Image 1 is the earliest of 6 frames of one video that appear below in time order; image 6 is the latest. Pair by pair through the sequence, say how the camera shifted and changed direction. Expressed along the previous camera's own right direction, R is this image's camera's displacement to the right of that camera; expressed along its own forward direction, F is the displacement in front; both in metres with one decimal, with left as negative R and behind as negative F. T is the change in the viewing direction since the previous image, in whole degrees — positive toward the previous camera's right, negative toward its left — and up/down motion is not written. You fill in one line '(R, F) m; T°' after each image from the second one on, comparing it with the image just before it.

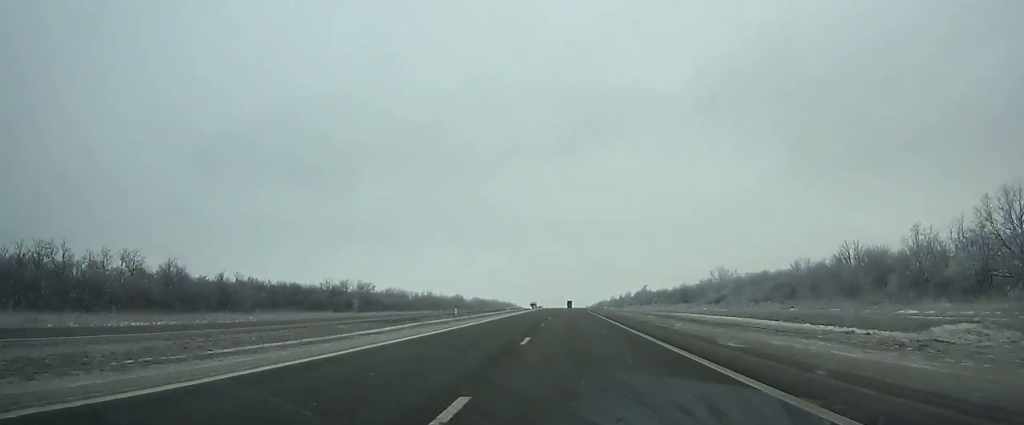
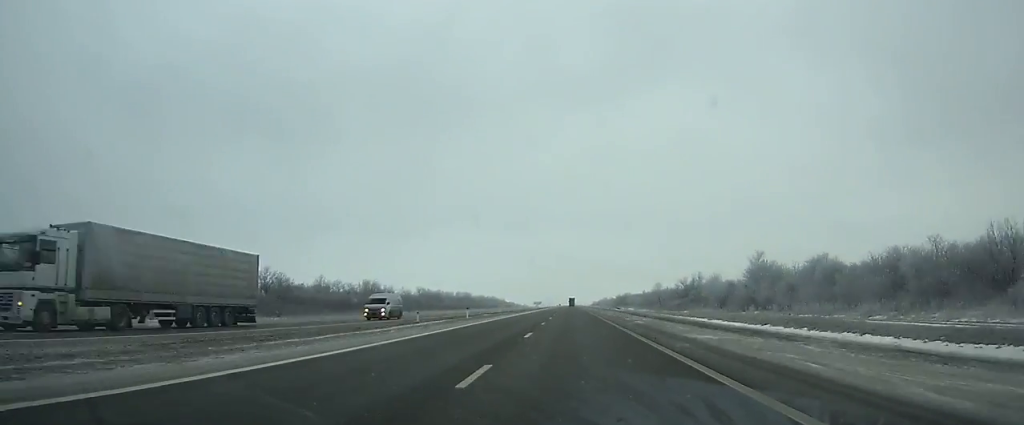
(+0.3, +150.2) m; 0°
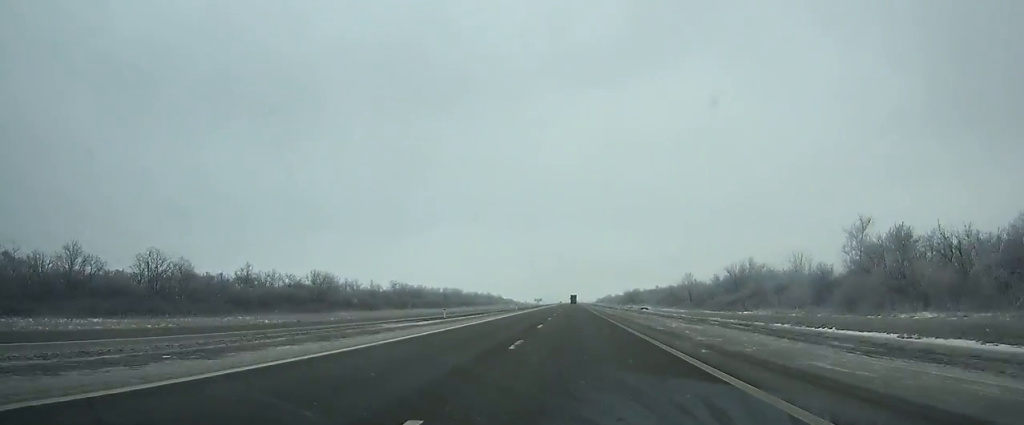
(-0.1, +38.5) m; 0°
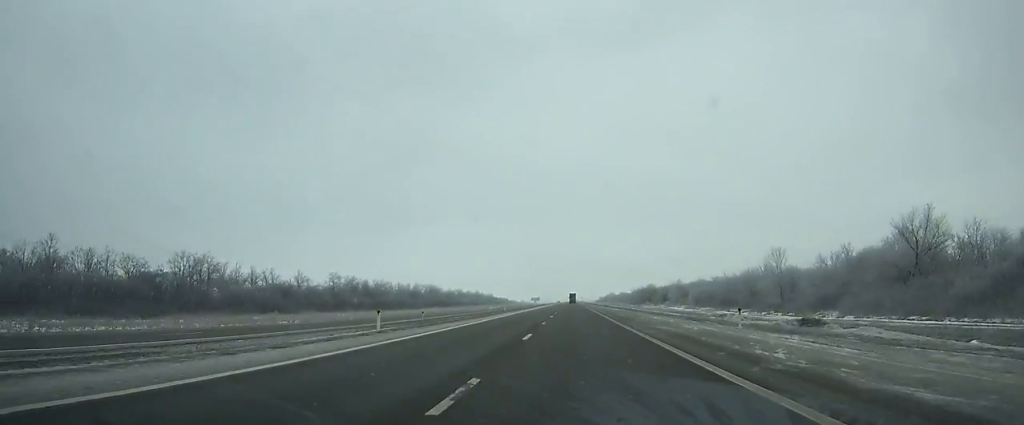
(-0.1, +52.6) m; 0°
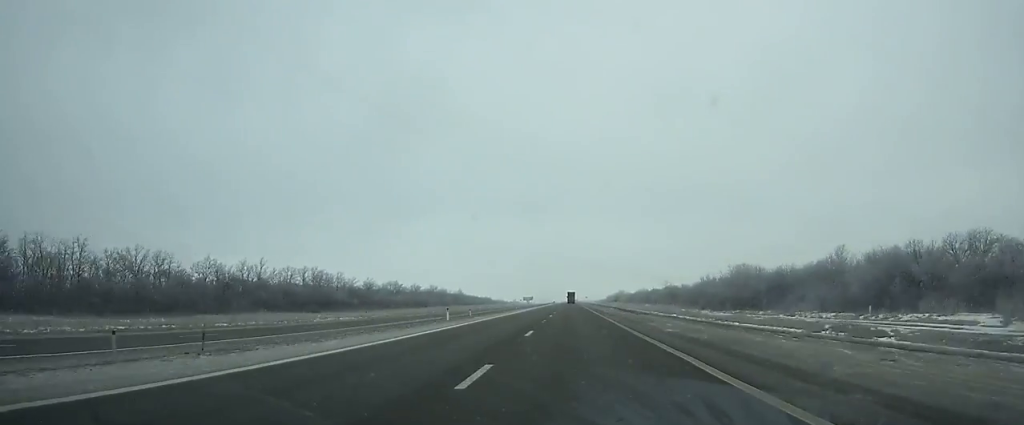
(+0.1, +125.0) m; 0°
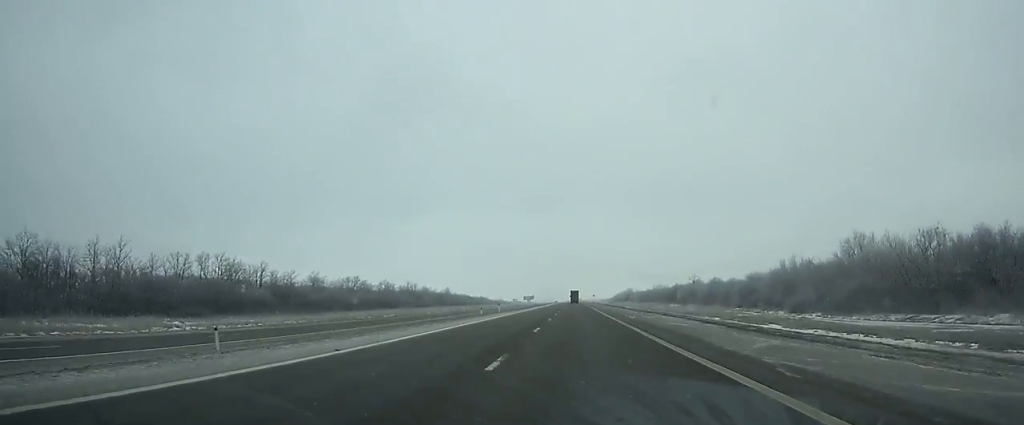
(0.0, +44.4) m; 0°
